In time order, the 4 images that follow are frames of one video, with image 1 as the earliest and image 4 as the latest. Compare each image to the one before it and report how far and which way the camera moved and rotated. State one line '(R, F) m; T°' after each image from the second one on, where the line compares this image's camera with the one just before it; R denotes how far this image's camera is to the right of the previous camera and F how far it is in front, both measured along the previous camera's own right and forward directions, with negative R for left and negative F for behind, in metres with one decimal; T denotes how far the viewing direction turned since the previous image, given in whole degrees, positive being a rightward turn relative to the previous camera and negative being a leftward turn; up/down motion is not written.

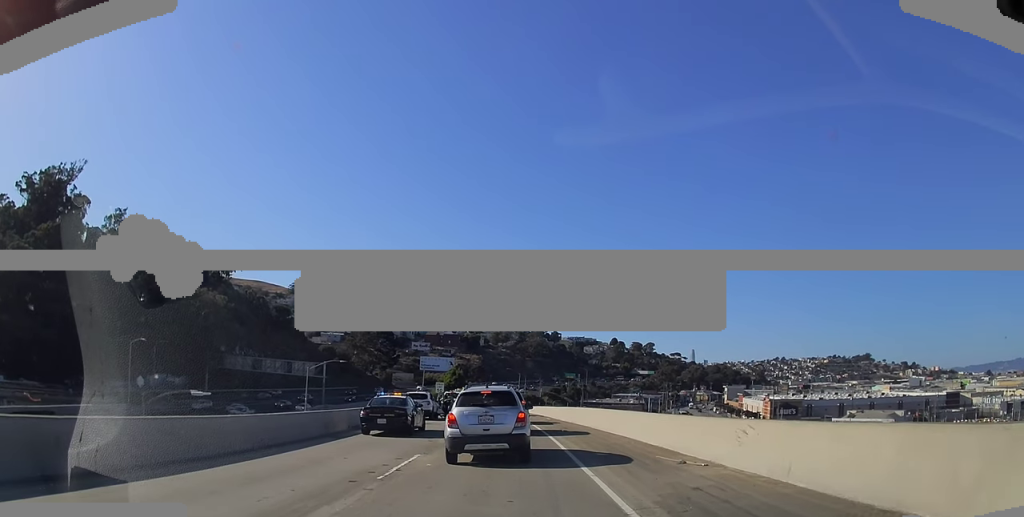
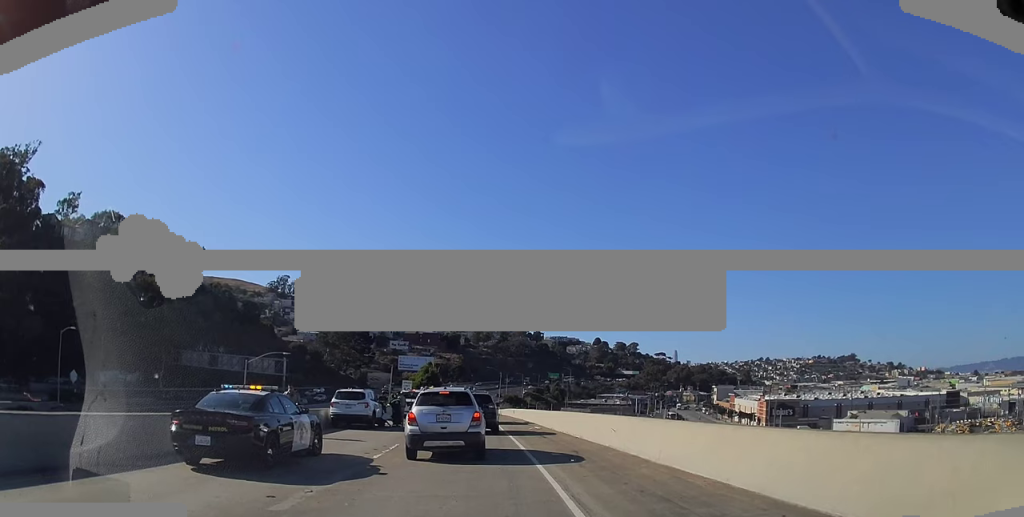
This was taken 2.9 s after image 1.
(-1.4, +11.1) m; -3°
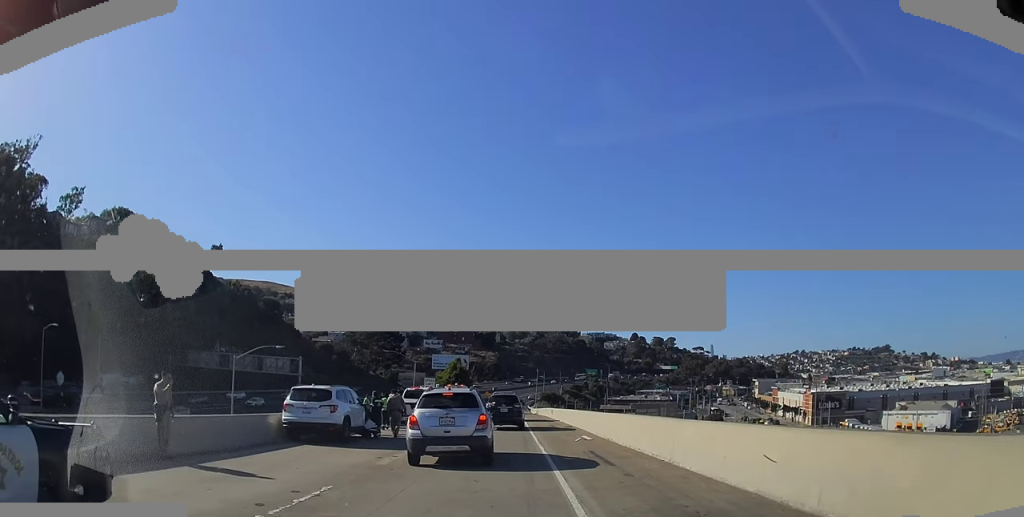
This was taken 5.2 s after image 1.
(+0.3, +8.9) m; 0°
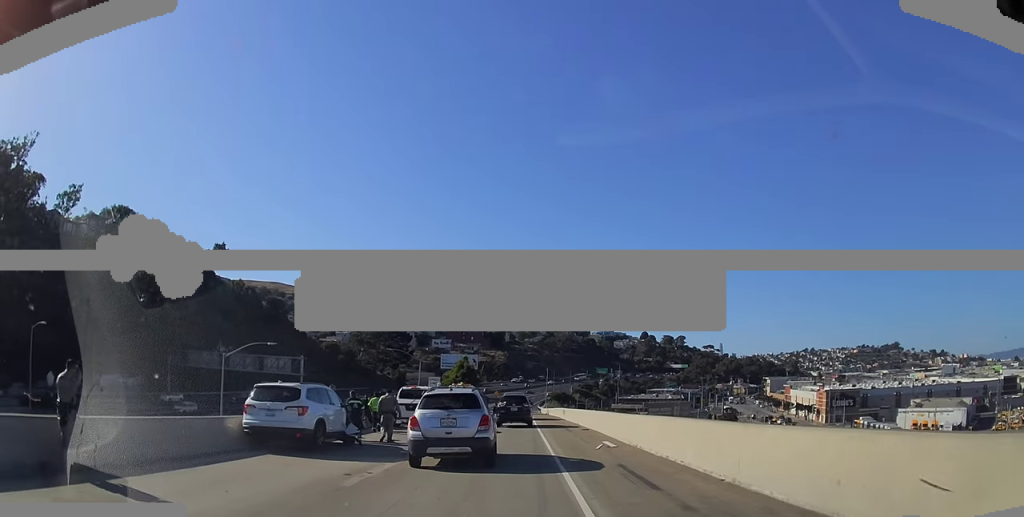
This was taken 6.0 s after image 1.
(0.0, +3.7) m; +2°
